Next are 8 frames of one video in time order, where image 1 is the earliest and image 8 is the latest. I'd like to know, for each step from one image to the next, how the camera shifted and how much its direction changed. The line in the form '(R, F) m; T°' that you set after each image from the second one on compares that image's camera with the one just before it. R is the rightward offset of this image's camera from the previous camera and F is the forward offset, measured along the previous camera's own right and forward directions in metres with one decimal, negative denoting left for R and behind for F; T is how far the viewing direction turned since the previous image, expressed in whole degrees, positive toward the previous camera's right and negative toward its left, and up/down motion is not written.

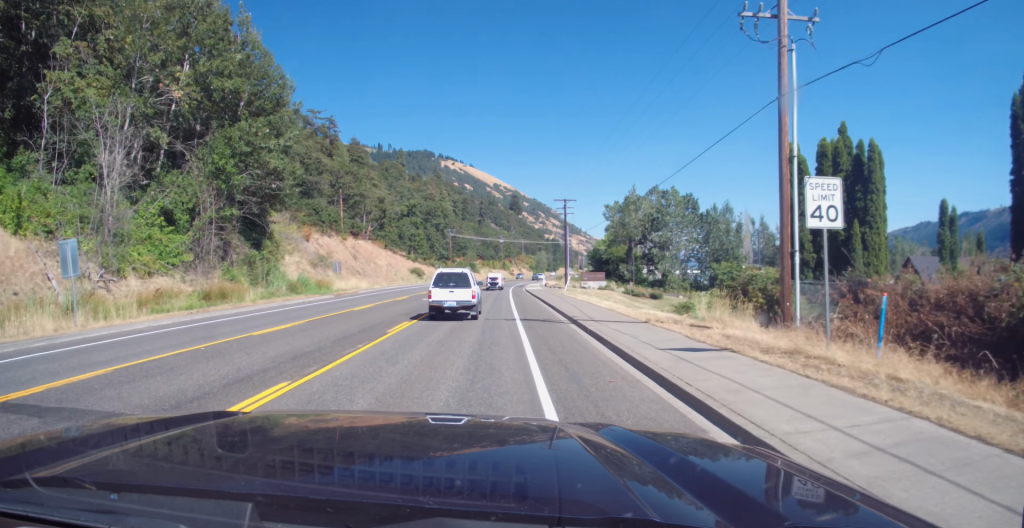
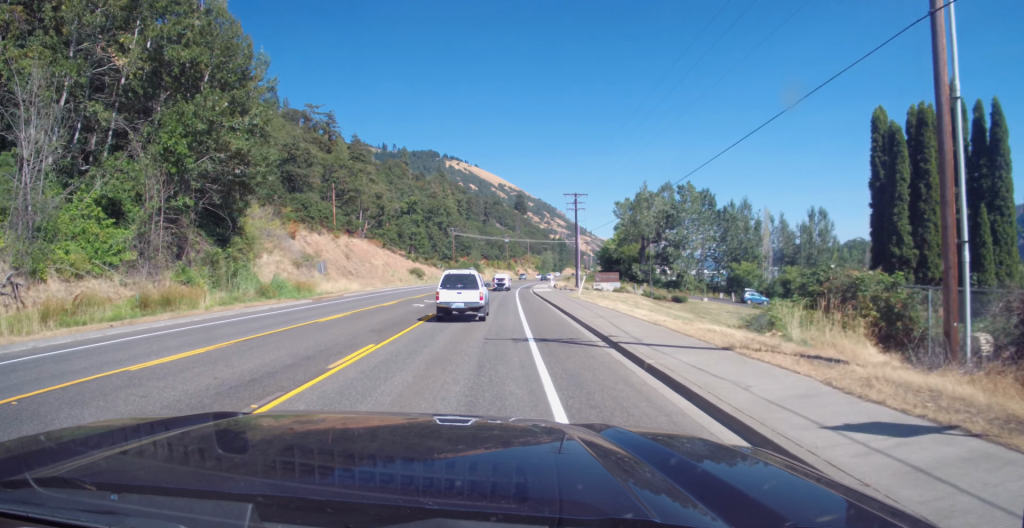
(0.0, +6.7) m; 0°
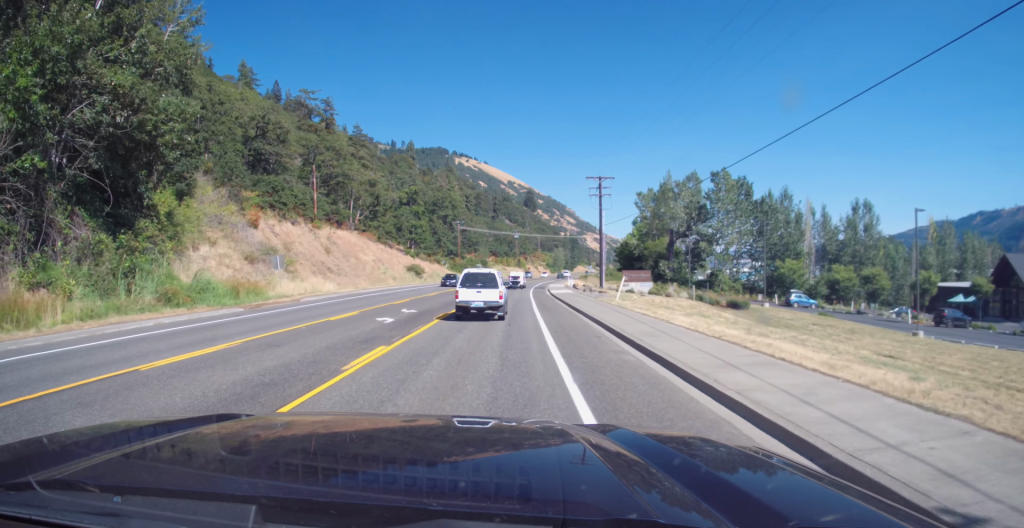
(0.0, +12.7) m; -1°
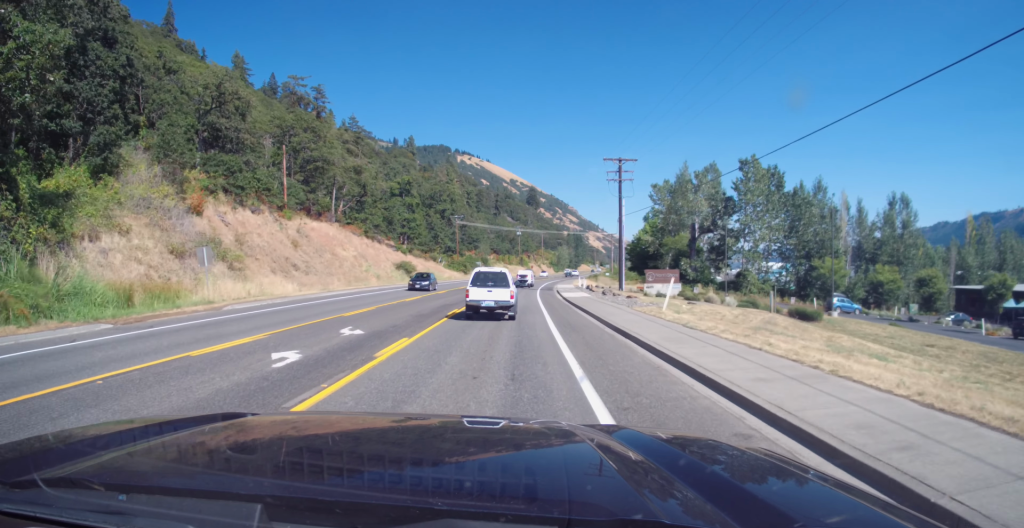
(-0.1, +10.2) m; +1°
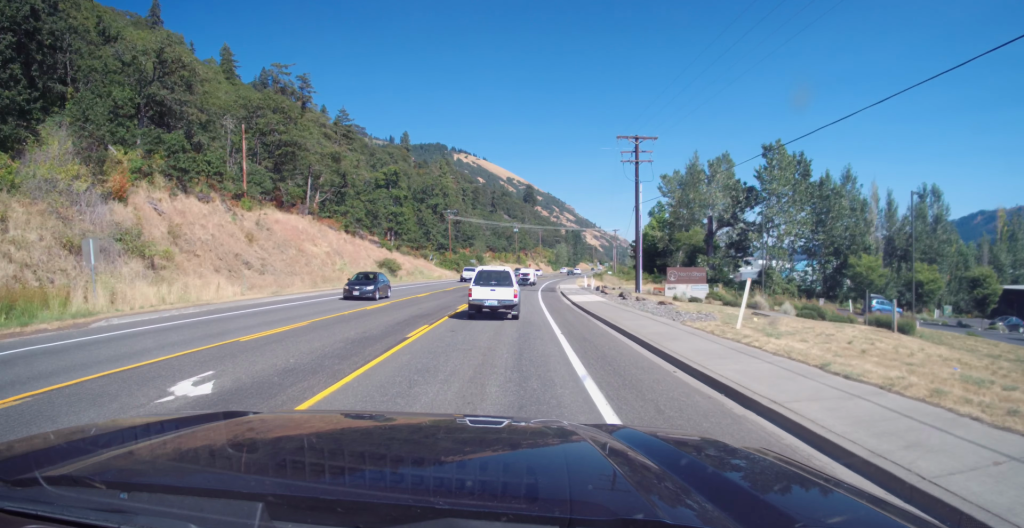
(-0.1, +9.1) m; +1°
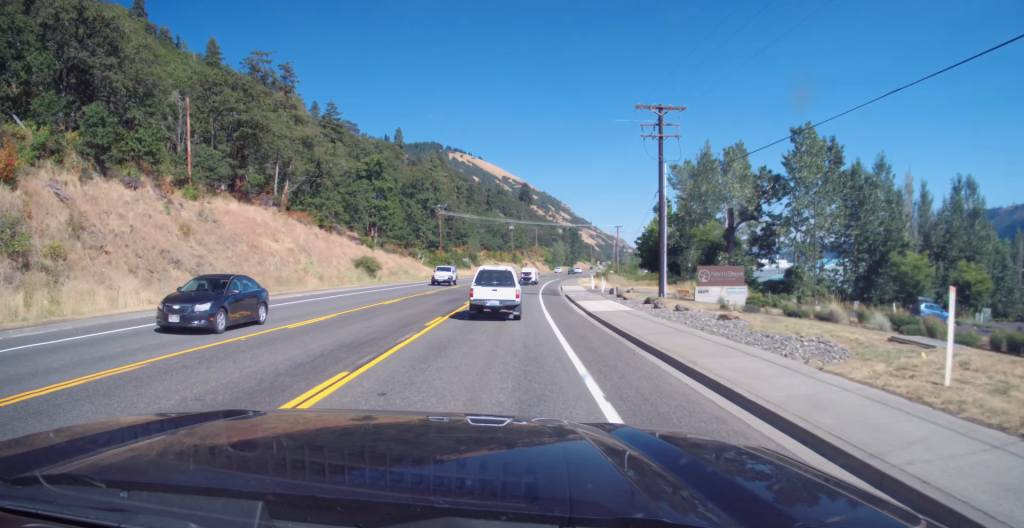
(+0.3, +9.0) m; 0°
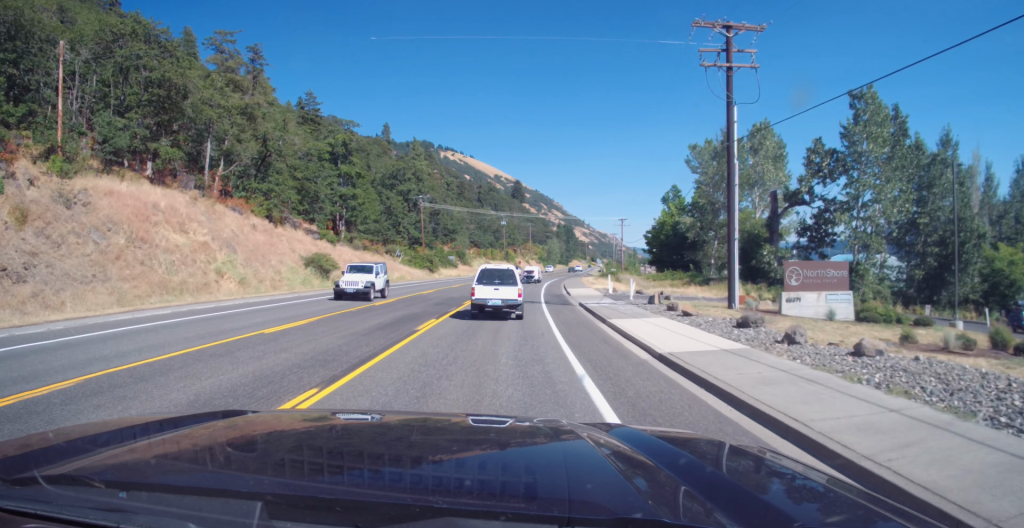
(+0.1, +13.8) m; 0°
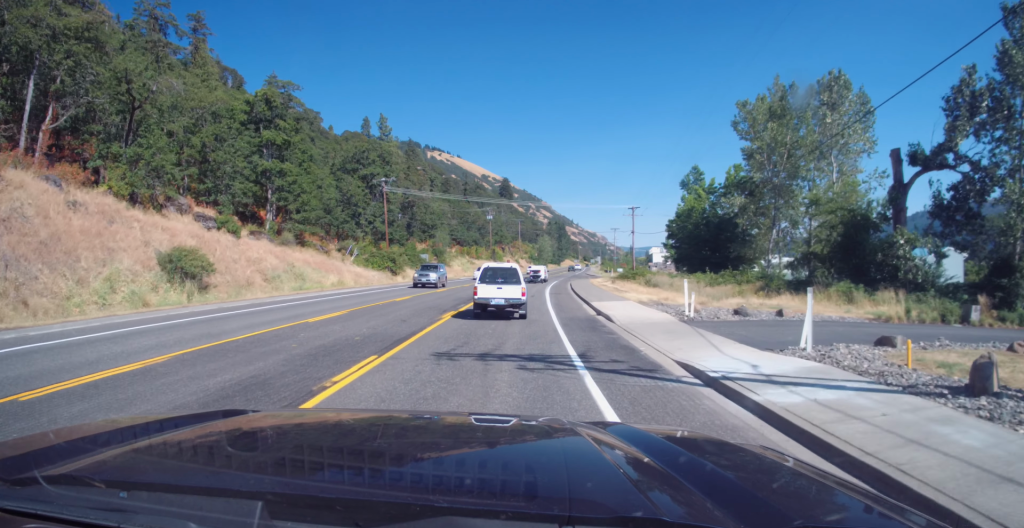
(-0.2, +21.0) m; +1°
